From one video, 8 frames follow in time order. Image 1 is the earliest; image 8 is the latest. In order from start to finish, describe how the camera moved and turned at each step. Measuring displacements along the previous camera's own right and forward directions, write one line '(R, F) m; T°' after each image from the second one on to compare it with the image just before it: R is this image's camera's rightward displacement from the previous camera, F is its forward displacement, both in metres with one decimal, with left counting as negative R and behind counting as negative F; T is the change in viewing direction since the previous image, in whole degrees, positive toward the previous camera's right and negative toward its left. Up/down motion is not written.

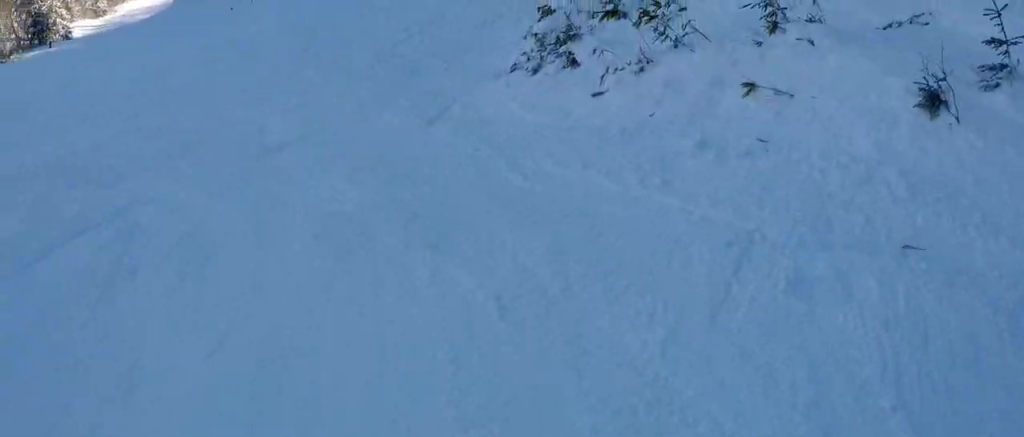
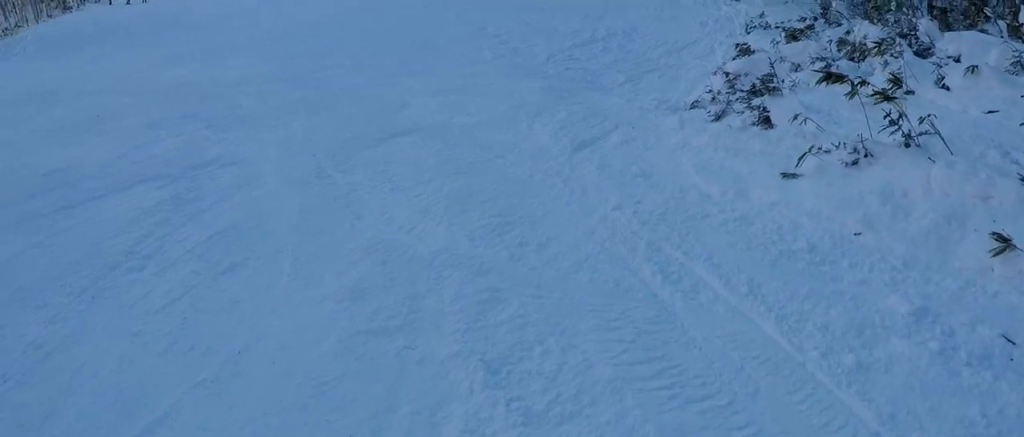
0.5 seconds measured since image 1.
(-0.5, +1.6) m; -9°
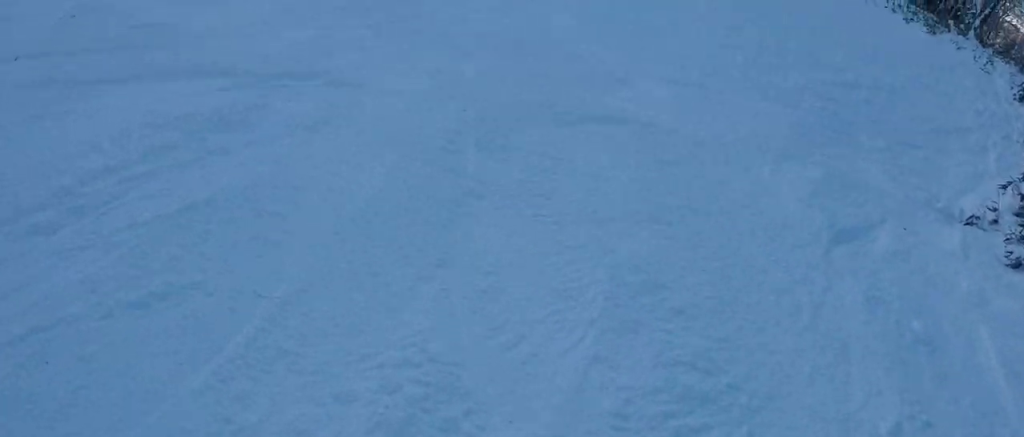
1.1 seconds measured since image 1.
(-0.5, +2.1) m; -9°
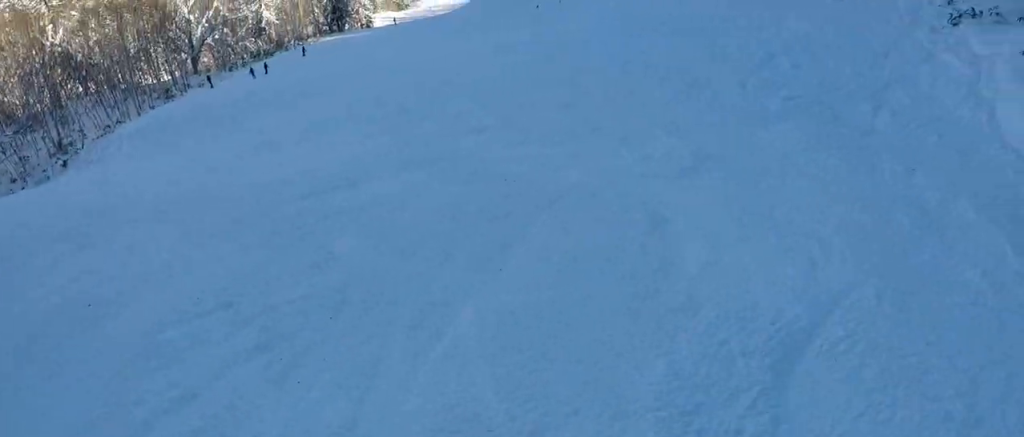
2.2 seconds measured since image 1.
(+0.4, +3.9) m; +19°
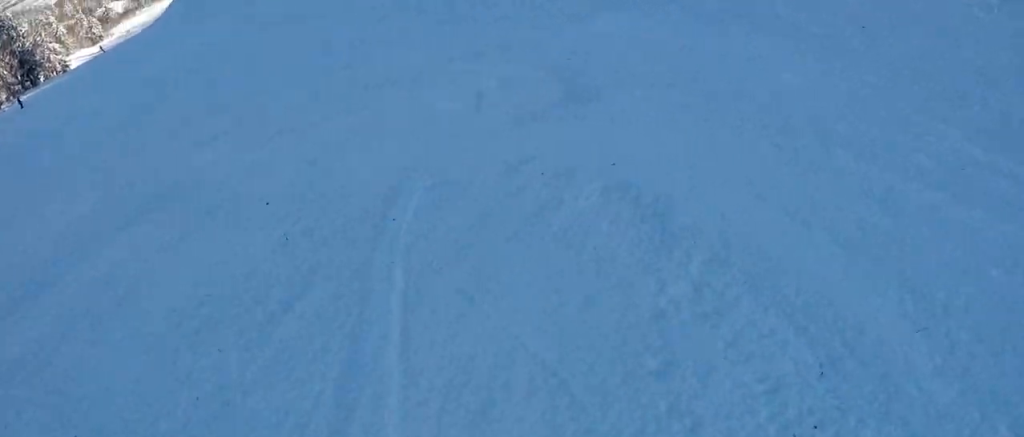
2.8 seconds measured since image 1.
(+0.6, +3.0) m; +8°
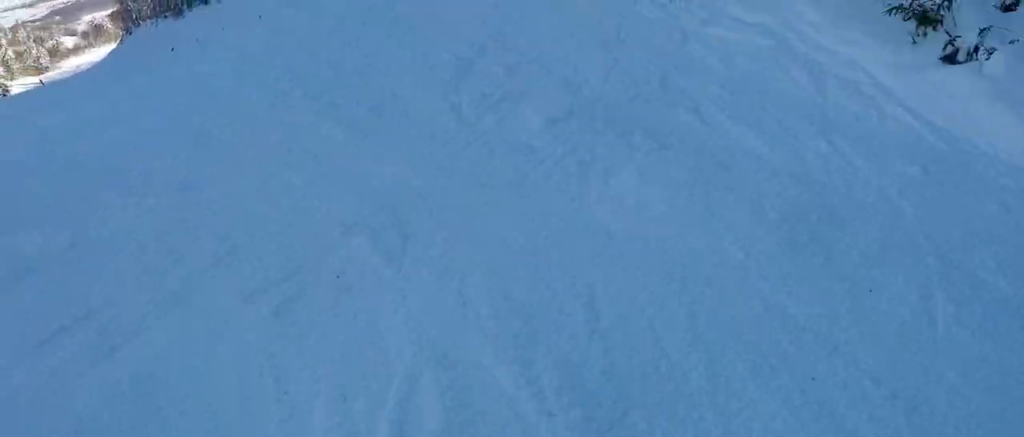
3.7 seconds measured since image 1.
(+0.2, +4.0) m; -6°
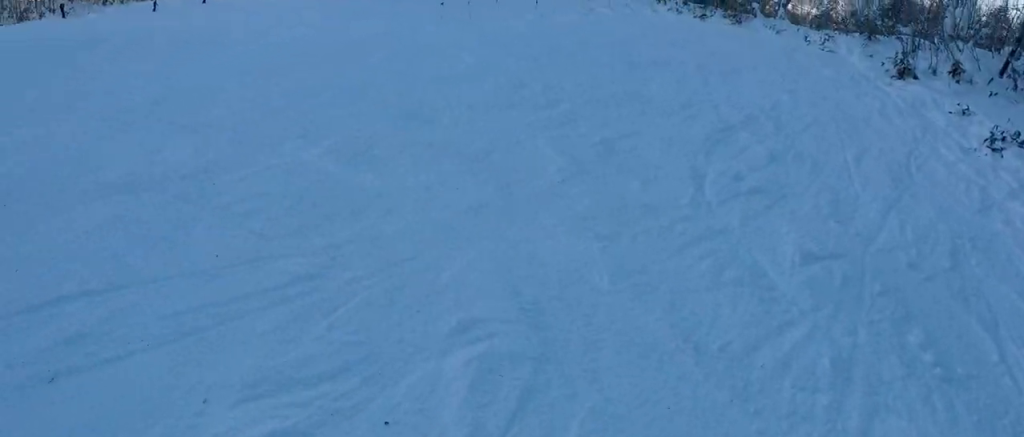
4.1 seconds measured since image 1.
(+0.2, +2.2) m; -7°
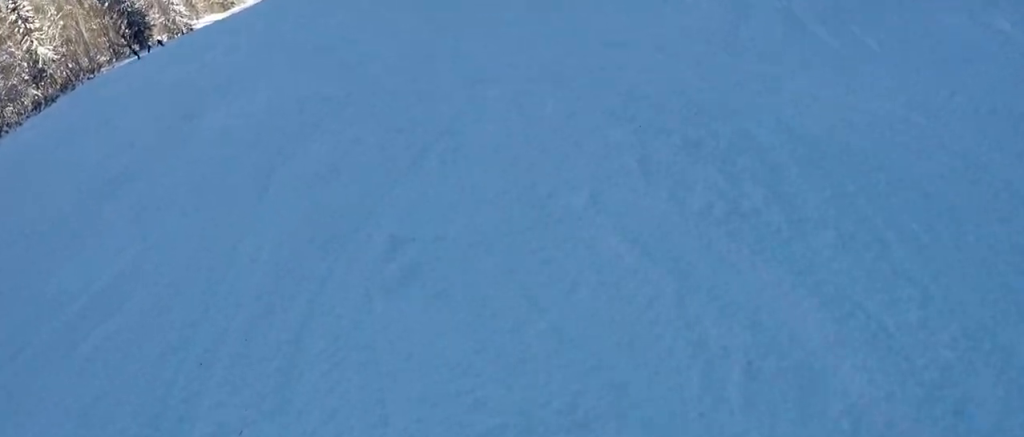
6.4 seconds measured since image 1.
(-2.1, +10.5) m; 0°
